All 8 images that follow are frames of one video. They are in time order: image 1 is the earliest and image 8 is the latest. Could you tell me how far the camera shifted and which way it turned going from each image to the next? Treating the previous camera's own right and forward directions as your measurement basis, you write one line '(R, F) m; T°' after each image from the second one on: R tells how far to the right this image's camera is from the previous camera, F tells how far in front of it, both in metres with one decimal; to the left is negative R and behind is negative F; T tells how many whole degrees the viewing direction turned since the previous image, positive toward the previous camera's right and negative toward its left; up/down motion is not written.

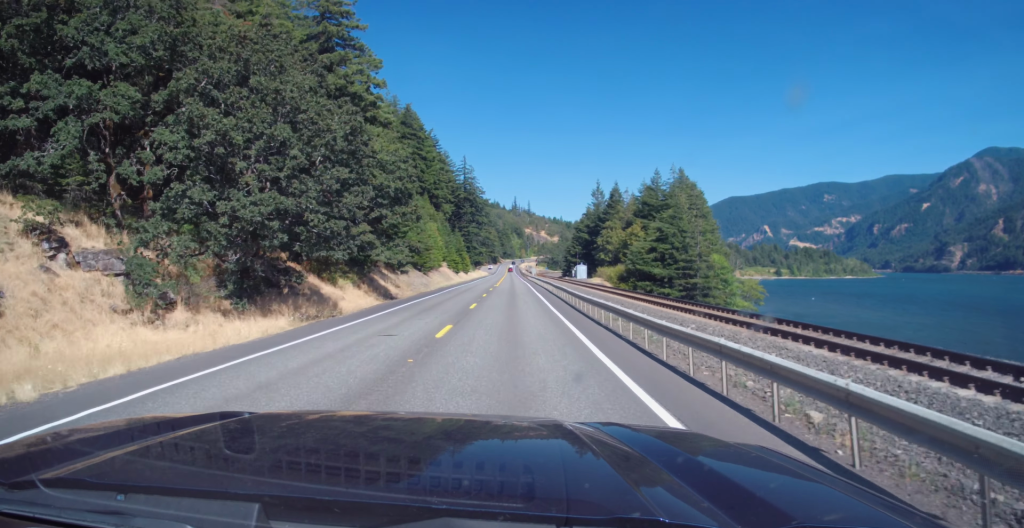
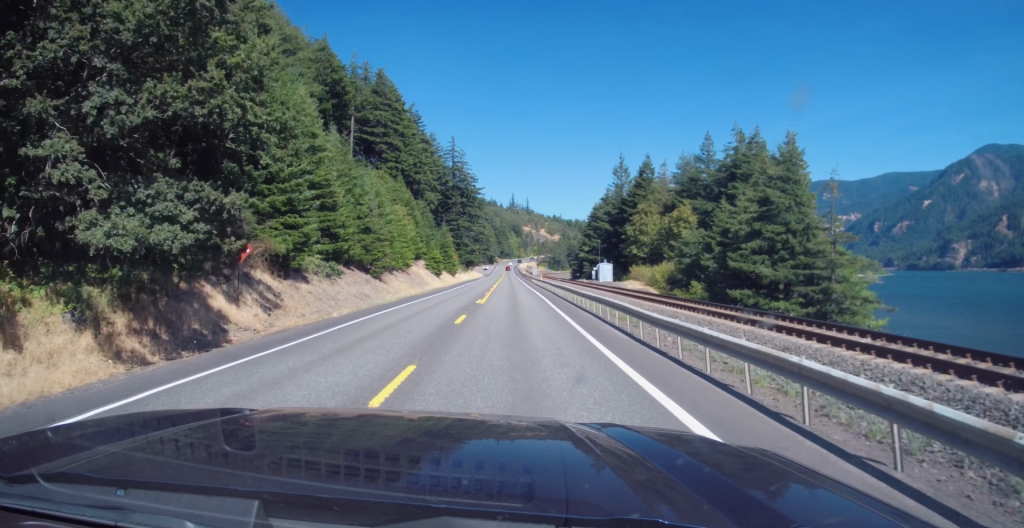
(+0.3, +32.6) m; +1°
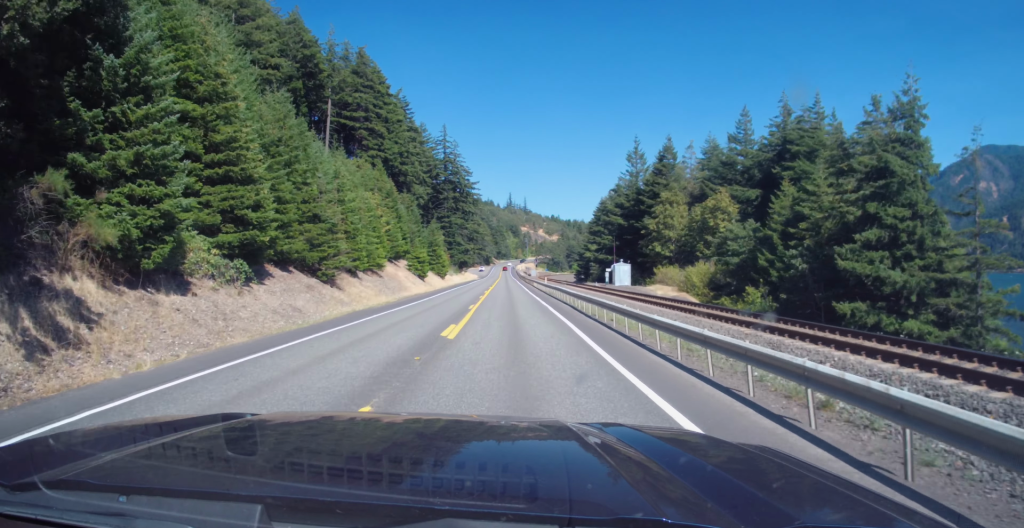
(0.0, +15.3) m; 0°
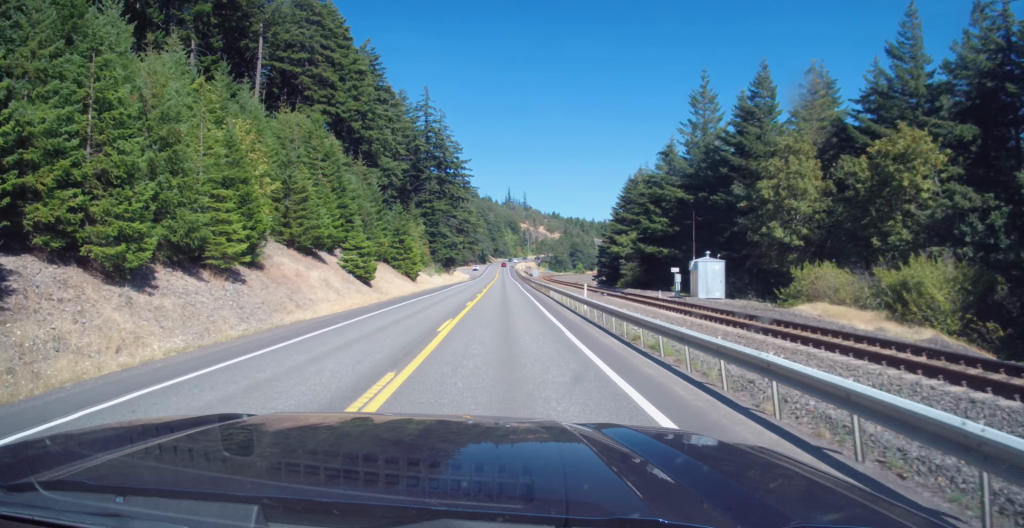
(-0.4, +33.8) m; -1°
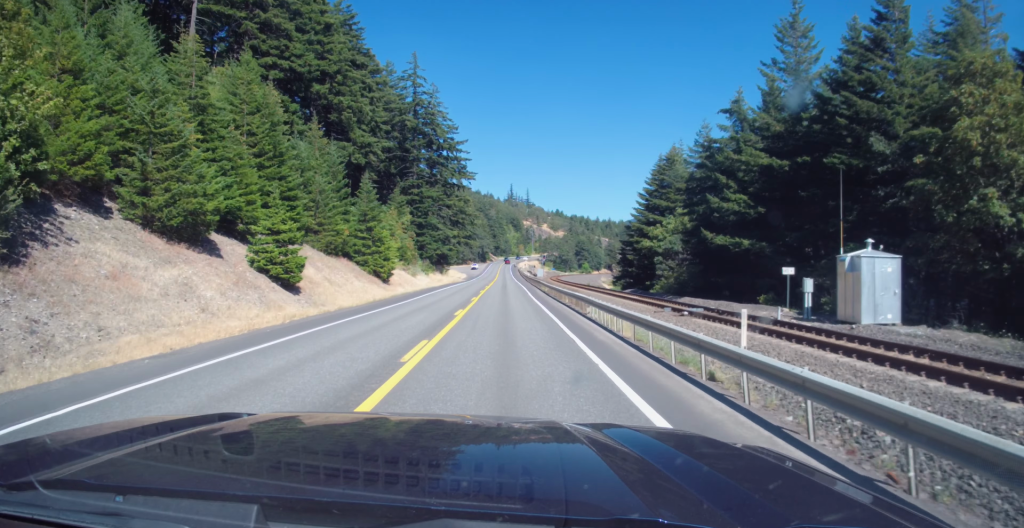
(-0.1, +19.5) m; 0°
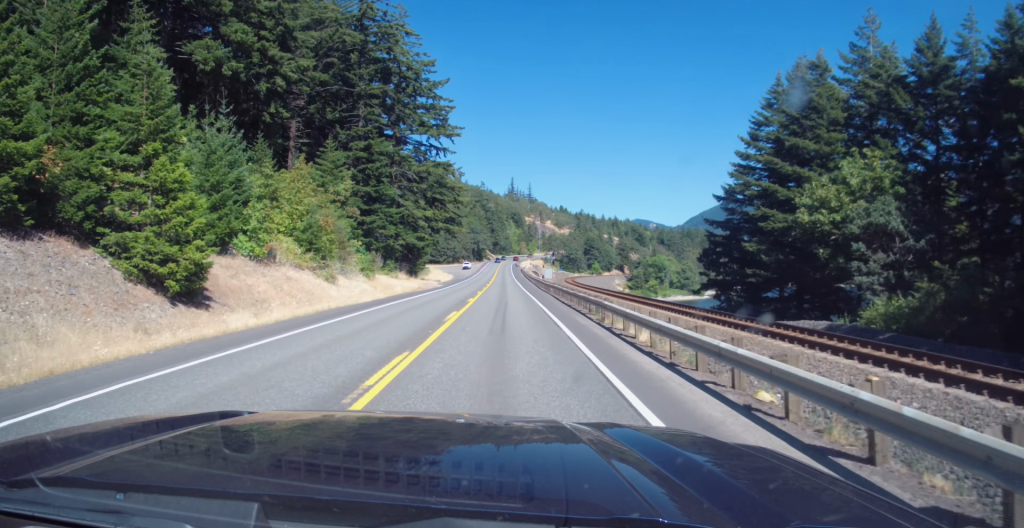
(+0.6, +39.0) m; +1°
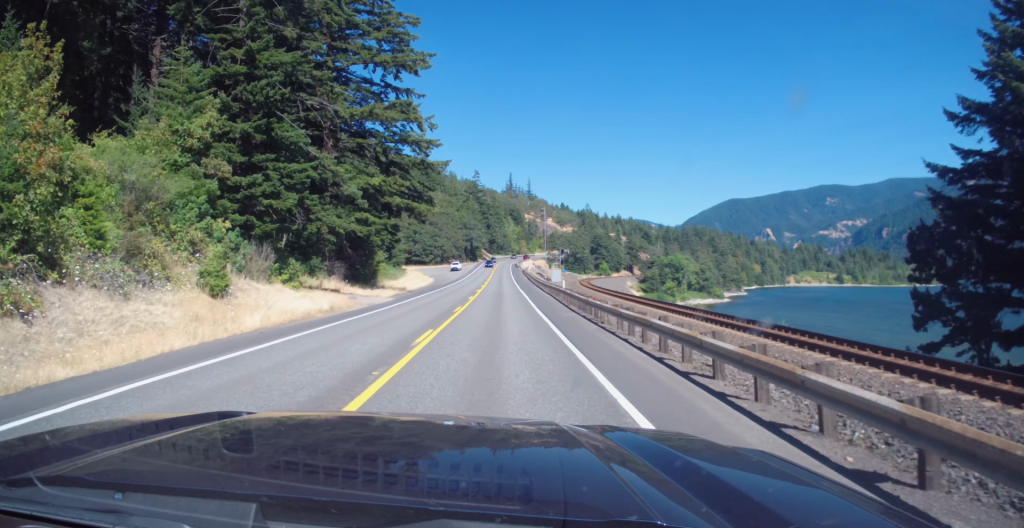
(0.0, +30.5) m; 0°
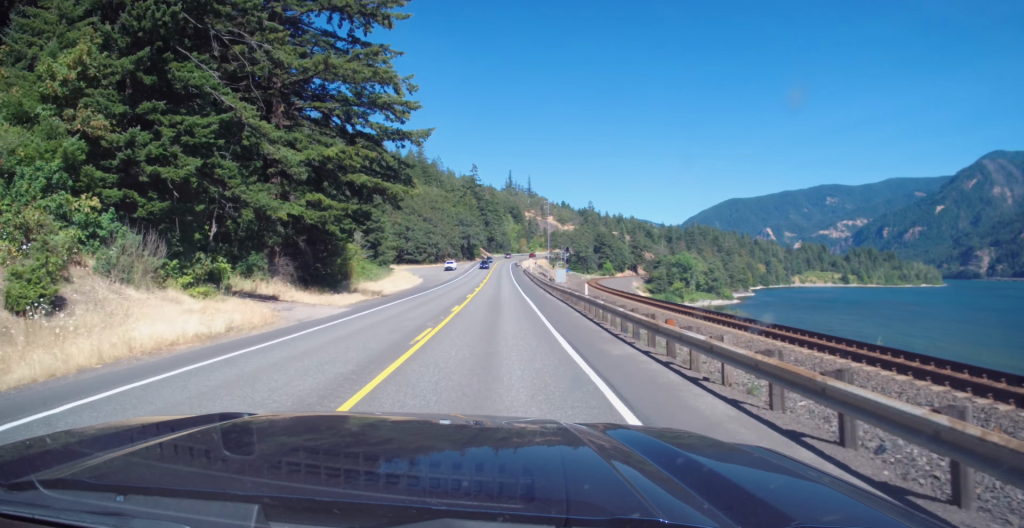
(0.0, +11.8) m; 0°
